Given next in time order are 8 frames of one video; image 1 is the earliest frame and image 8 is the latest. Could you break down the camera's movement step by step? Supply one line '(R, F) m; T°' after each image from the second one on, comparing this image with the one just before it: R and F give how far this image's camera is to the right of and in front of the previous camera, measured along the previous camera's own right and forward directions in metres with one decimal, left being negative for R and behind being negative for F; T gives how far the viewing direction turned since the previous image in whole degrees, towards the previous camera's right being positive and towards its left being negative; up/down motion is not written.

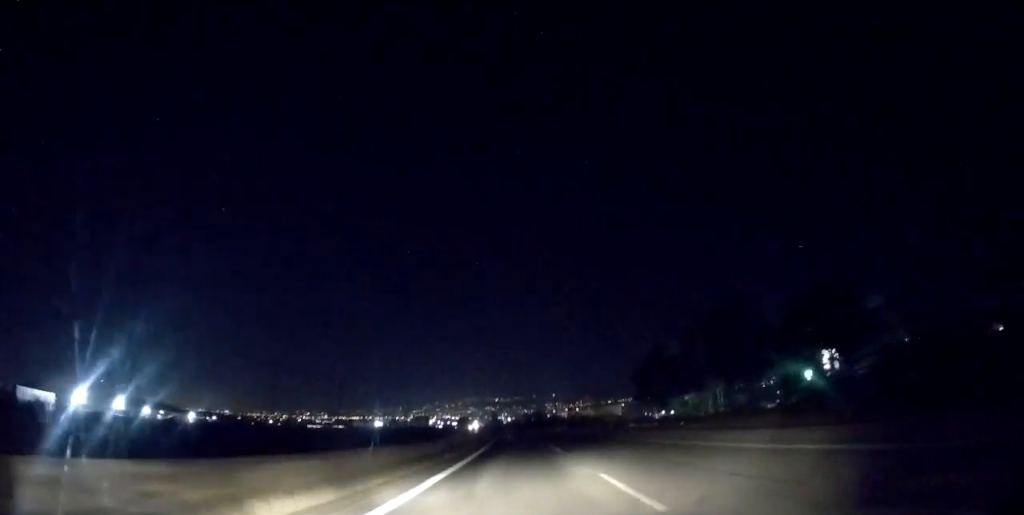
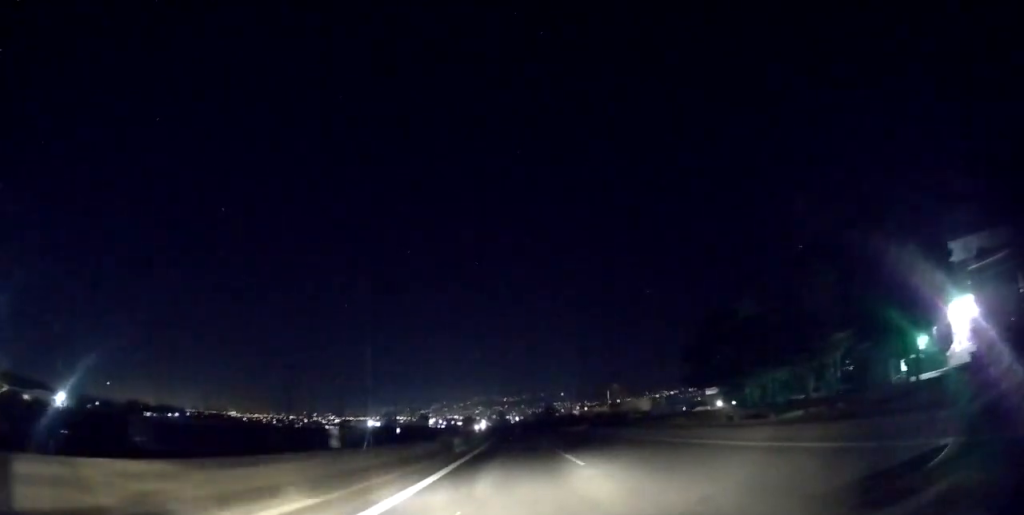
(-0.1, +26.3) m; -1°
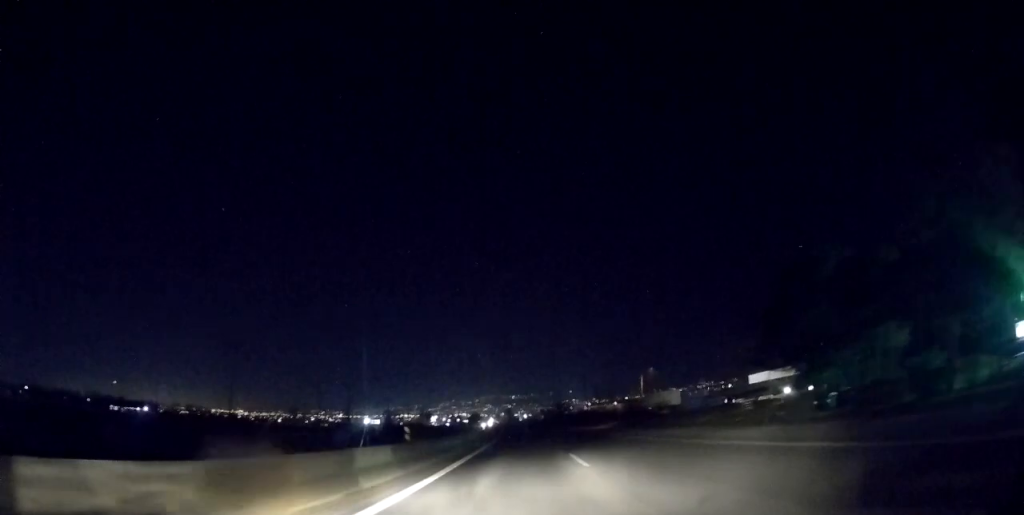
(-0.1, +18.5) m; -1°
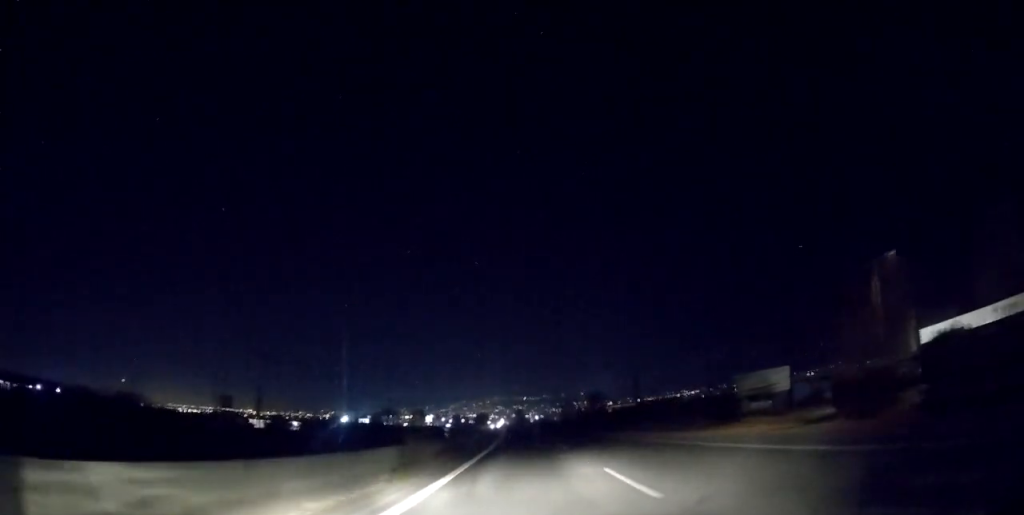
(-0.4, +42.1) m; -1°
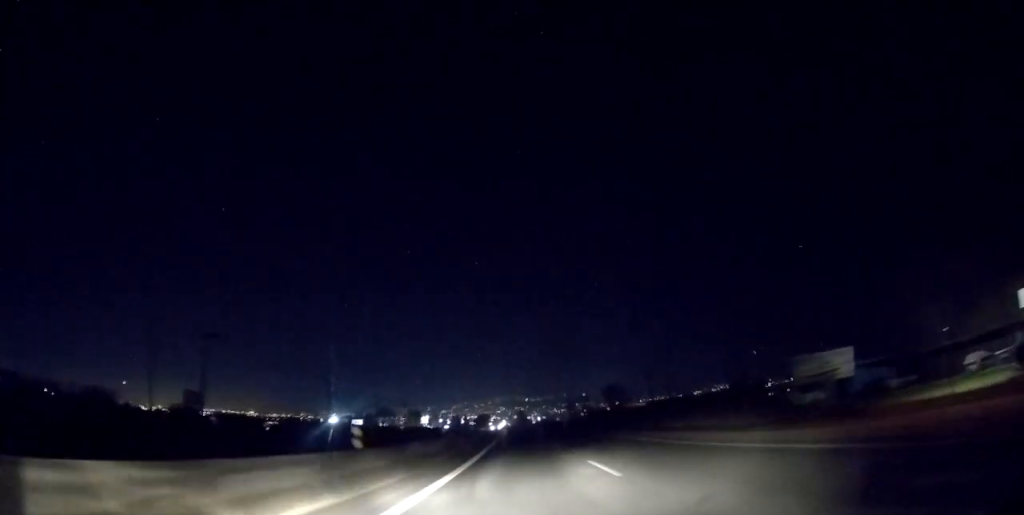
(0.0, +13.9) m; 0°
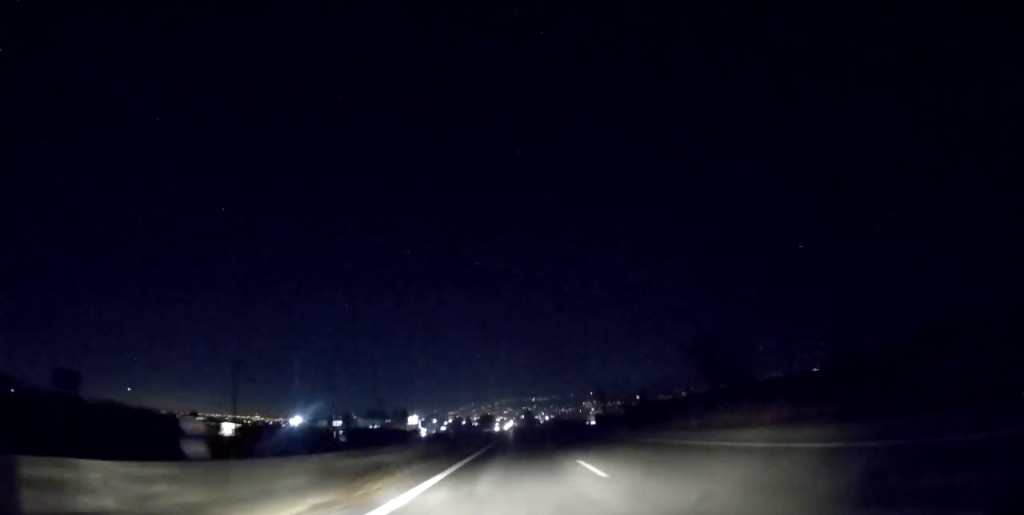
(-0.5, +35.9) m; -1°
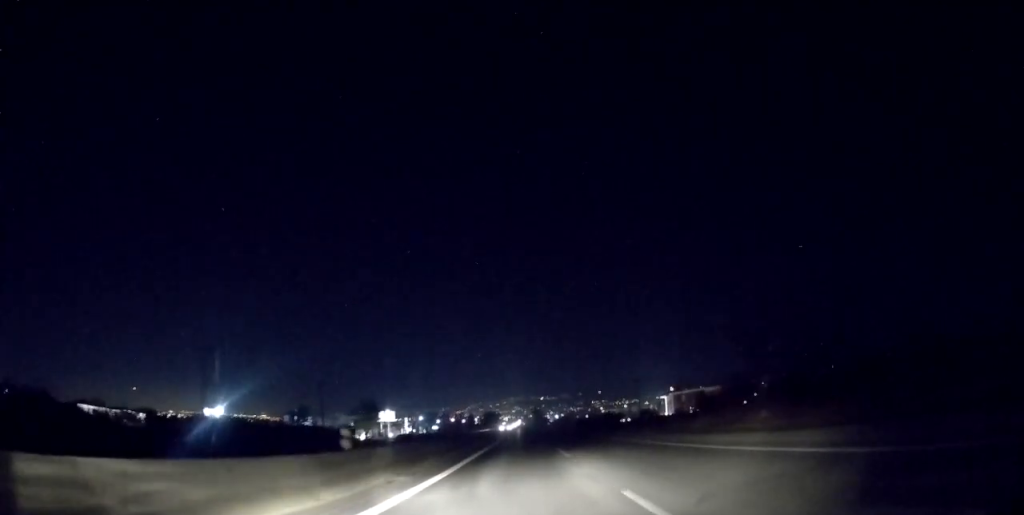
(+0.2, +44.1) m; 0°
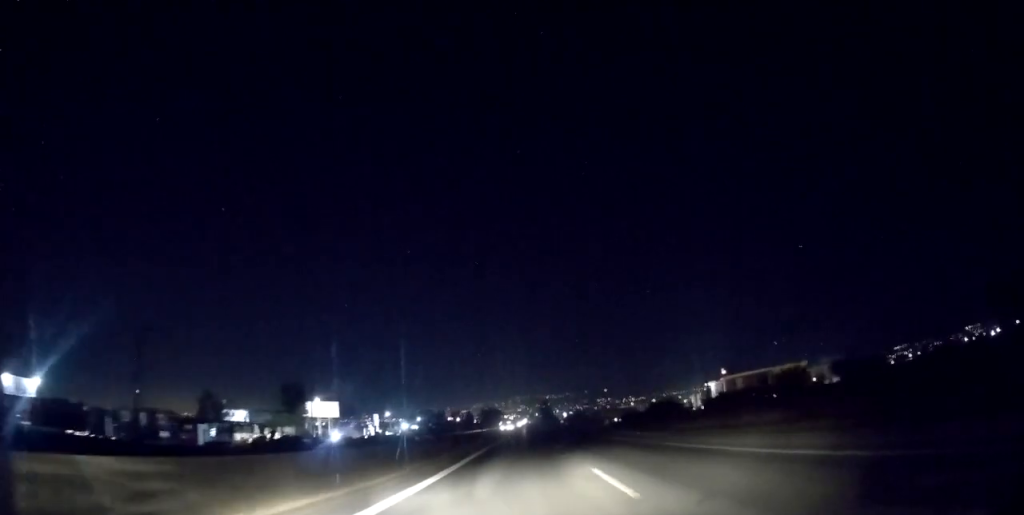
(-0.8, +48.1) m; -1°
